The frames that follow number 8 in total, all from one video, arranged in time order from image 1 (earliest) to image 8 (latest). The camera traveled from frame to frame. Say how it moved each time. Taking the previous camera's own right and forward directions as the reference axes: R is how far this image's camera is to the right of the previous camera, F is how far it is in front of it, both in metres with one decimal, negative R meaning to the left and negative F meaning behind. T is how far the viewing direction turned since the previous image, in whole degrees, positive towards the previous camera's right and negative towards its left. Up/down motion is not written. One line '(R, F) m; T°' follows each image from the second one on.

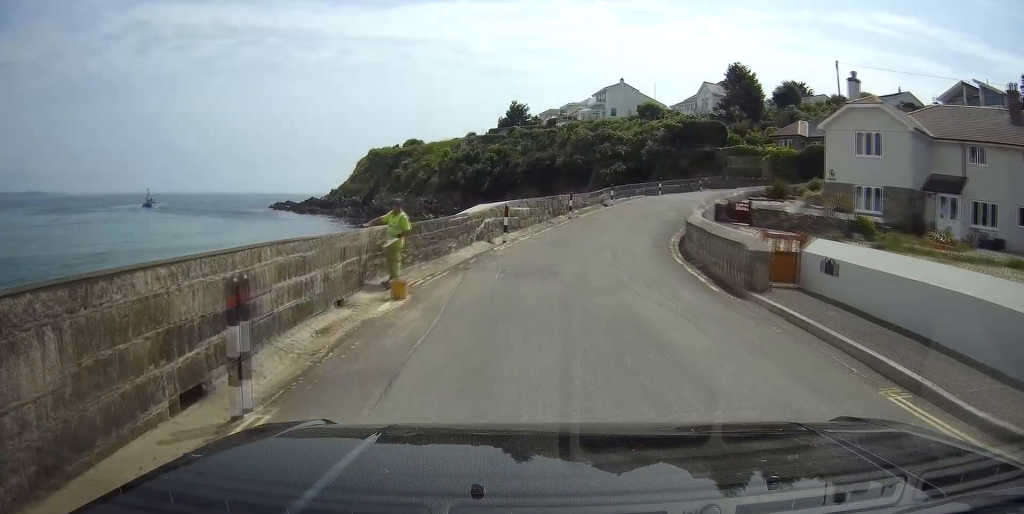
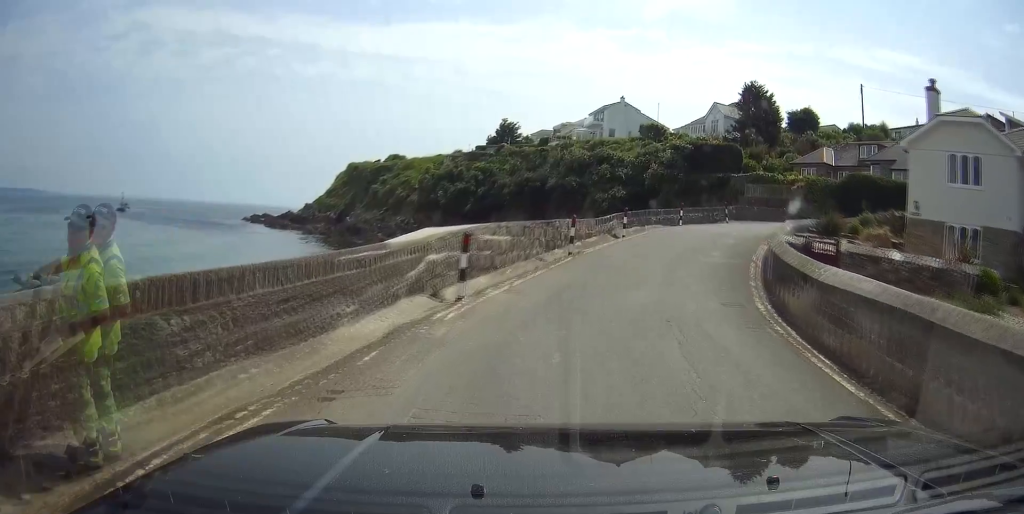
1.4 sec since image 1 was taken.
(0.0, +7.1) m; 0°
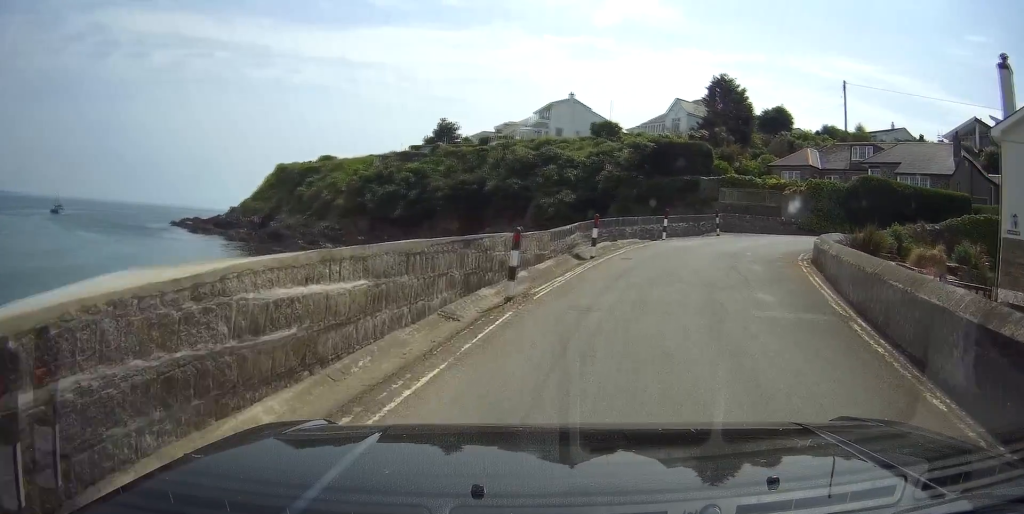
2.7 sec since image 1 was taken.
(0.0, +9.4) m; 0°
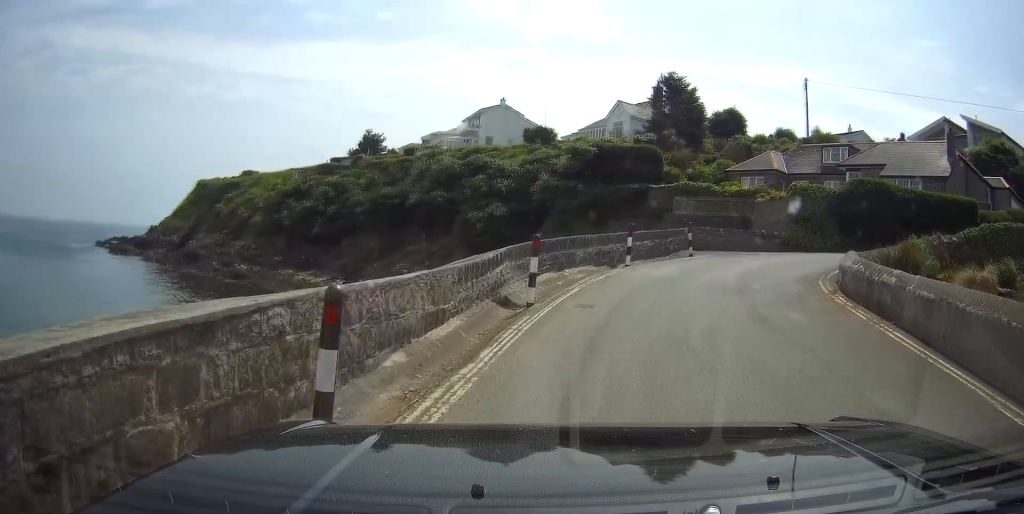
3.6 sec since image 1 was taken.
(0.0, +7.0) m; +3°
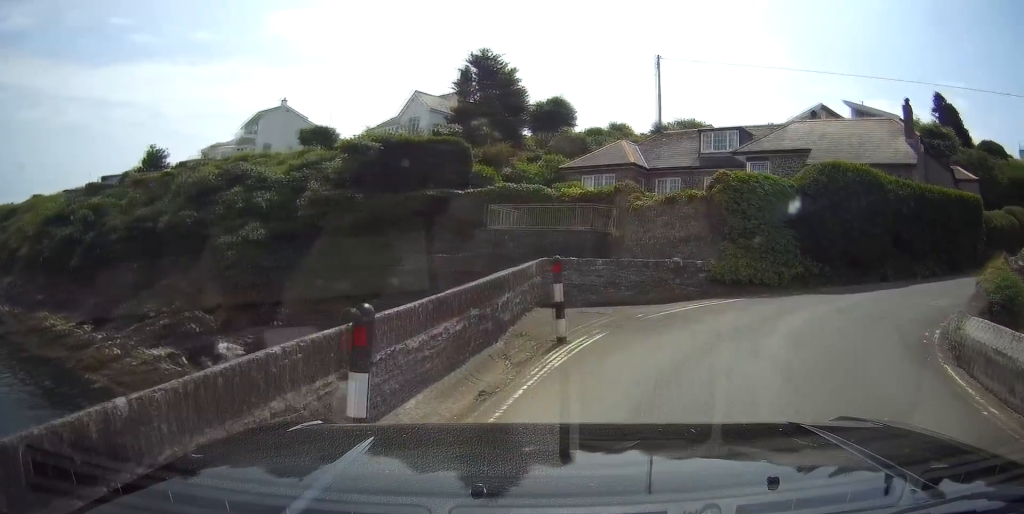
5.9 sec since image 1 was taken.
(+2.9, +15.0) m; +22°
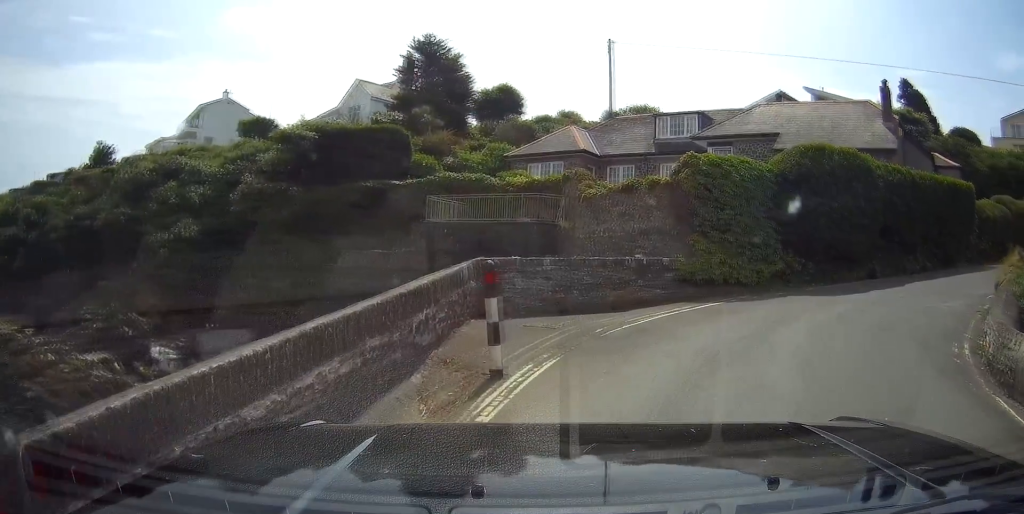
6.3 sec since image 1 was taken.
(+0.1, +2.6) m; +3°
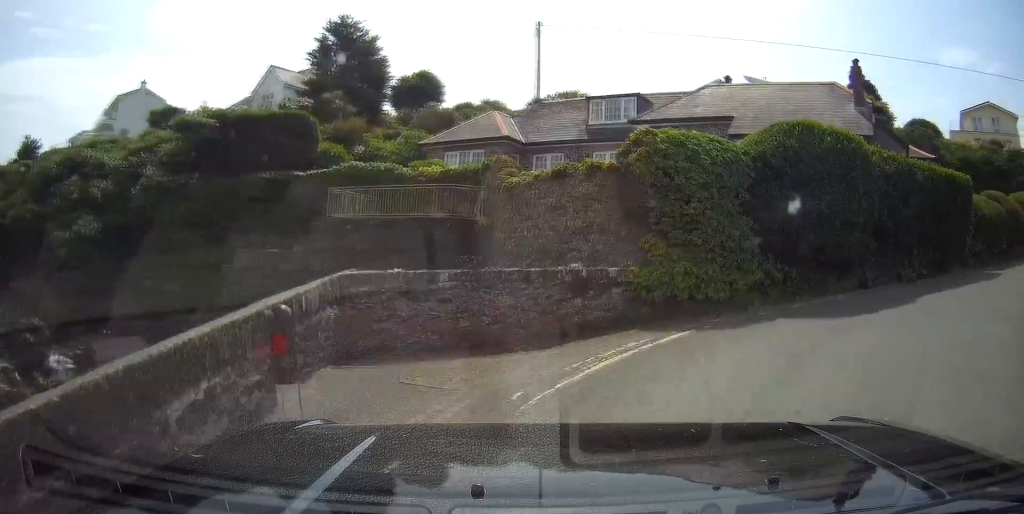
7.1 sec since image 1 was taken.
(-0.1, +3.9) m; +8°
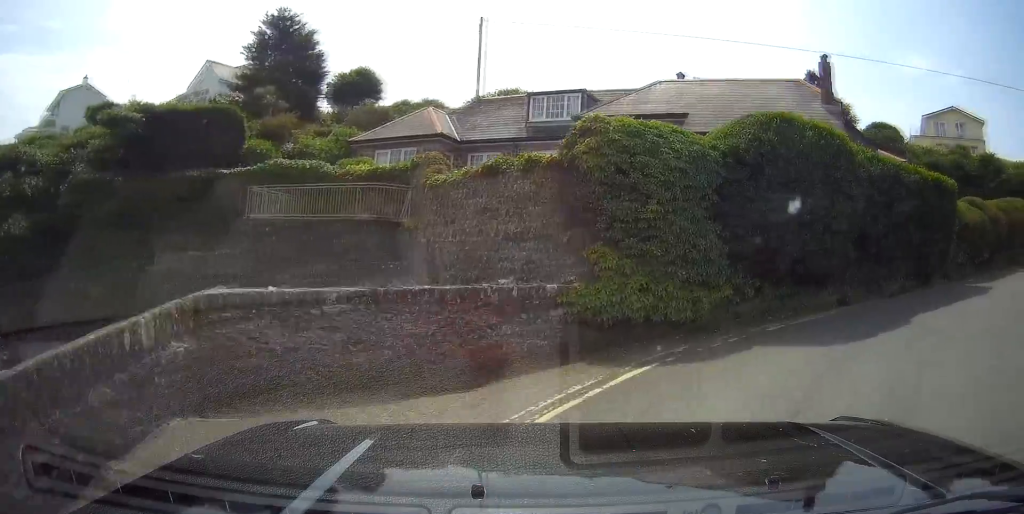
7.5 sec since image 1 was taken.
(+0.2, +2.0) m; +8°
